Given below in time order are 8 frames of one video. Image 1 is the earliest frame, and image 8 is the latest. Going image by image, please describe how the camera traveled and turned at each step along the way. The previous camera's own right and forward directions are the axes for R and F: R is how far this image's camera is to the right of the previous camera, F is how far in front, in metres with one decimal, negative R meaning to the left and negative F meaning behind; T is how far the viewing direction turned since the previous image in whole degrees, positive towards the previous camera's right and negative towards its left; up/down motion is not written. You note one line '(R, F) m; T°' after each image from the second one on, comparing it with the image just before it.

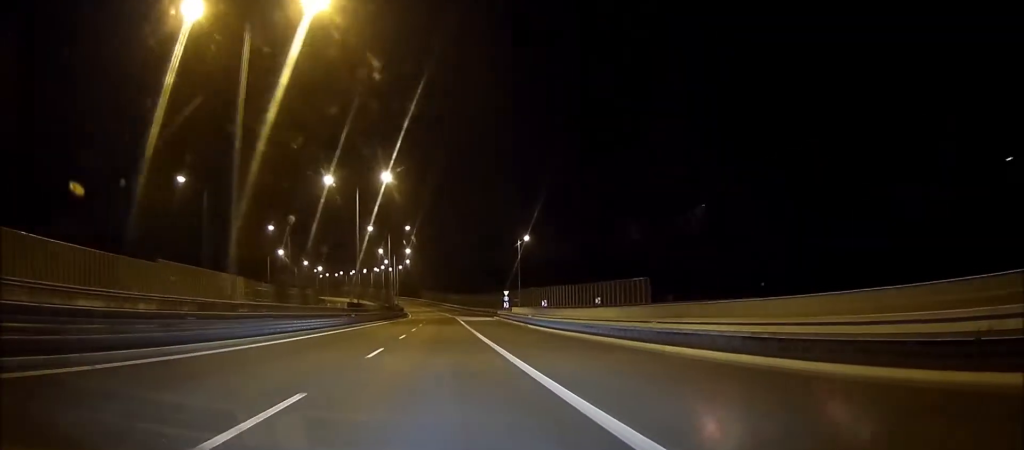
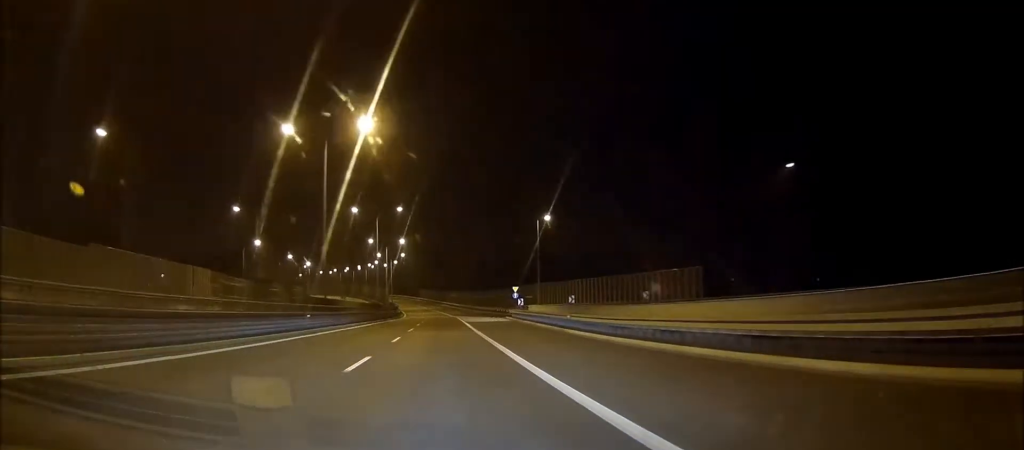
(0.0, +16.6) m; 0°
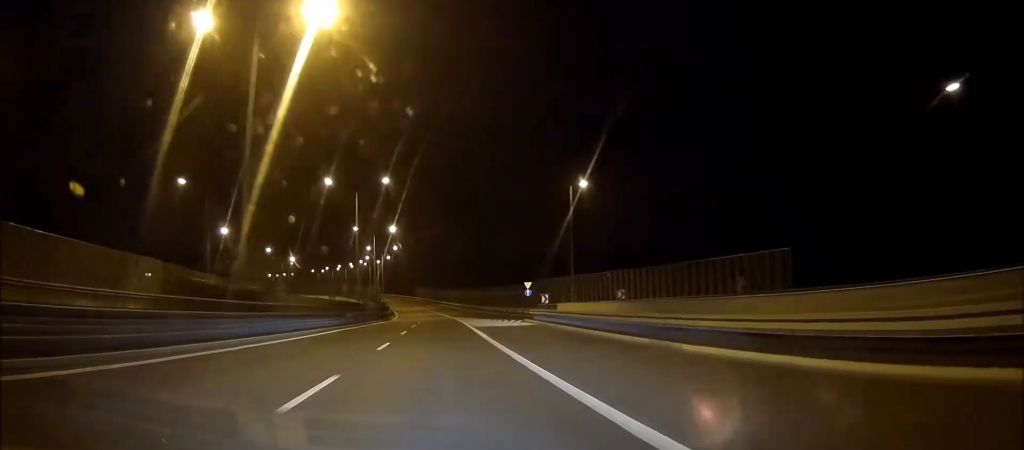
(0.0, +17.5) m; -1°
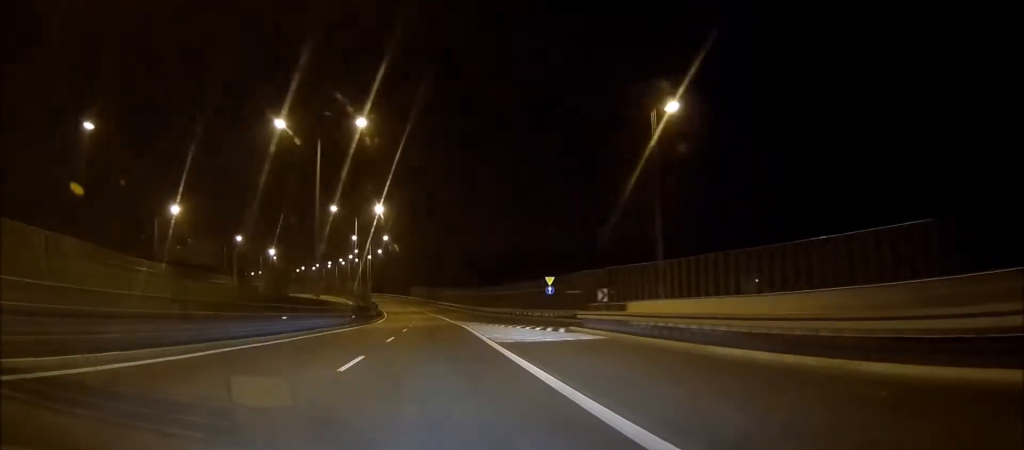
(-0.2, +19.3) m; -1°
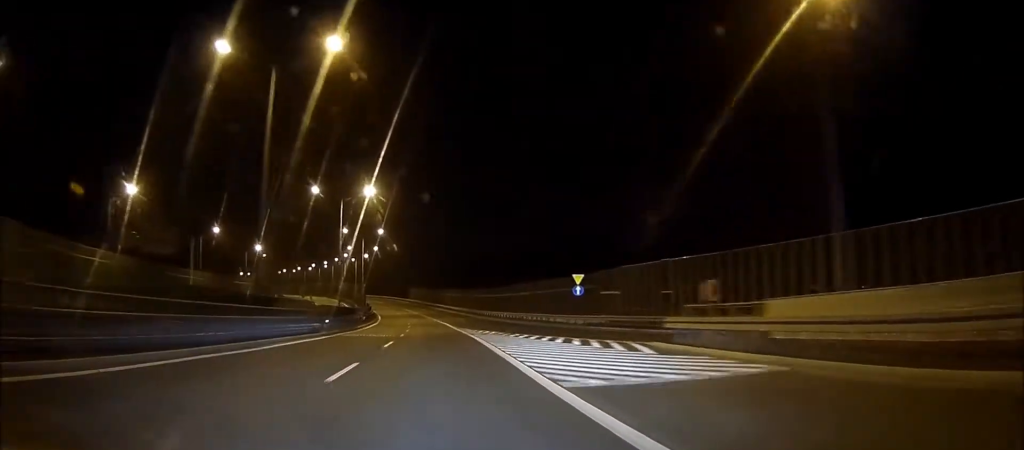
(-0.1, +13.5) m; -1°
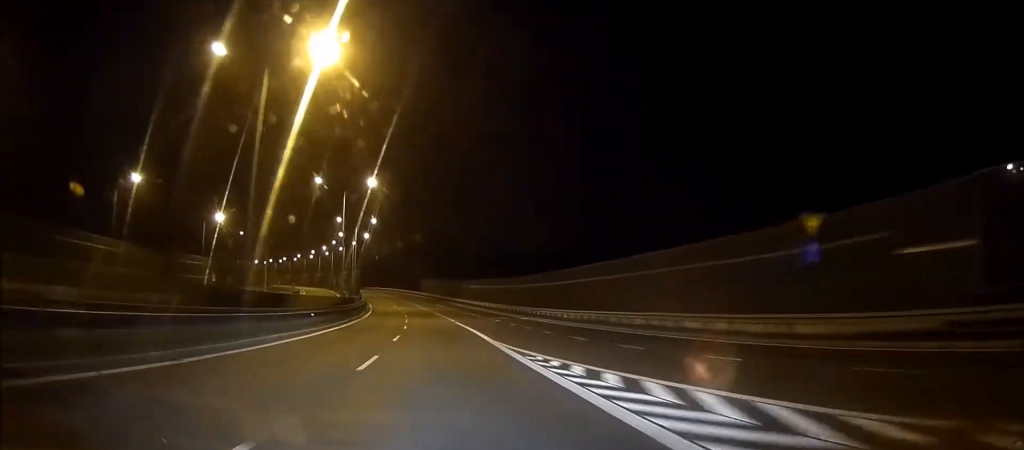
(-0.4, +33.9) m; -2°
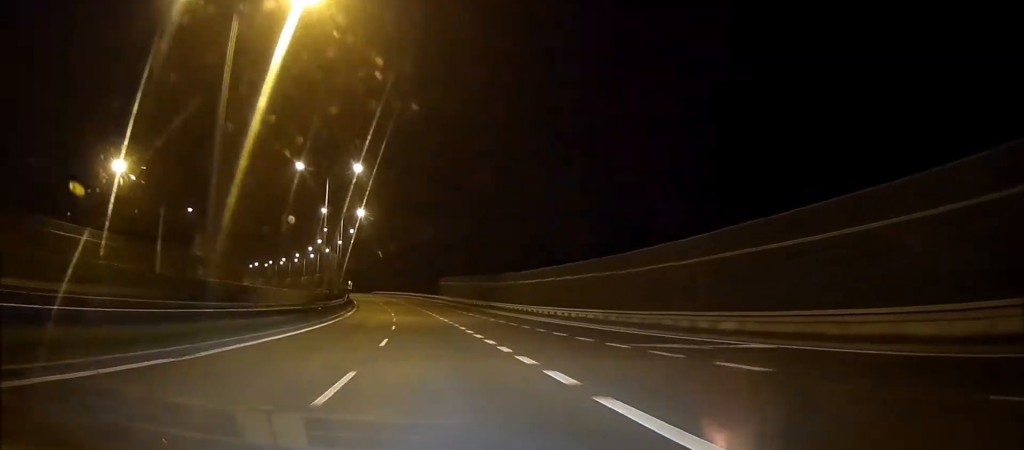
(-1.1, +41.5) m; -3°
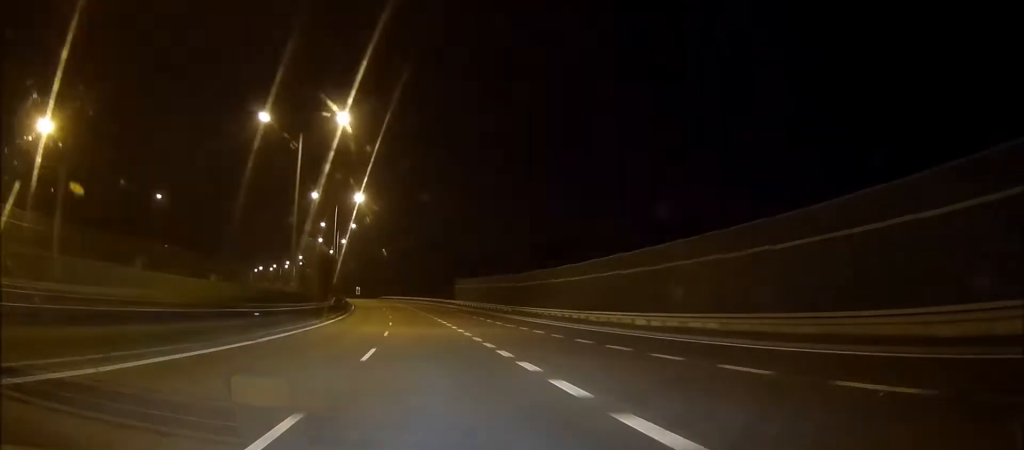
(-0.1, +16.9) m; -1°
